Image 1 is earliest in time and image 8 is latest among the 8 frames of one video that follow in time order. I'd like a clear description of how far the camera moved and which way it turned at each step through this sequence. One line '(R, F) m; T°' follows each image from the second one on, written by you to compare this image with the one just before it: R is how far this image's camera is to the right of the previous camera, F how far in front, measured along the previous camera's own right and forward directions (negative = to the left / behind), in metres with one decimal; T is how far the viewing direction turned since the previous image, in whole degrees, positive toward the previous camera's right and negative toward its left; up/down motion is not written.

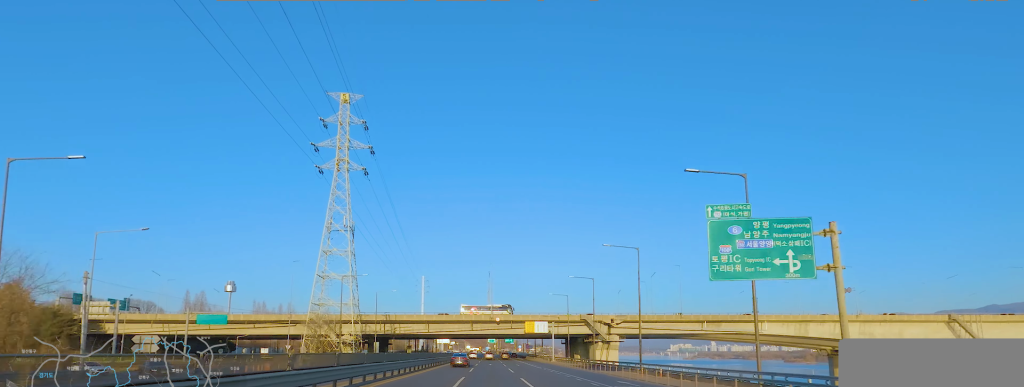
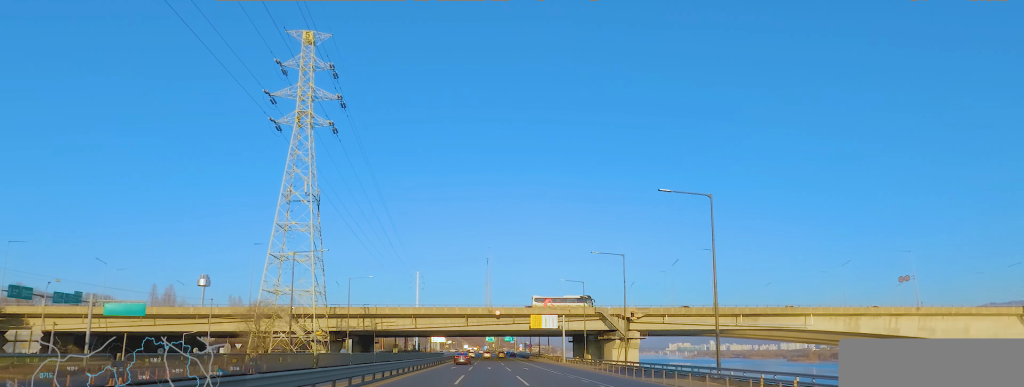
(-0.2, +17.2) m; 0°
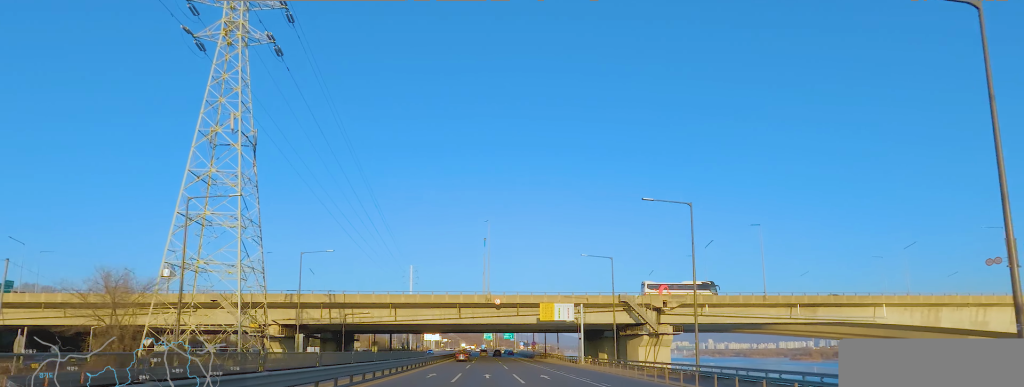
(+0.3, +19.1) m; +1°
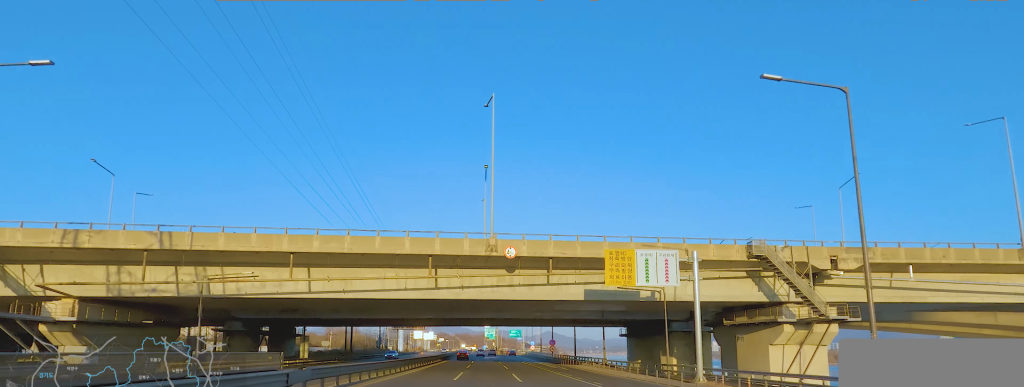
(-1.5, +38.7) m; -4°
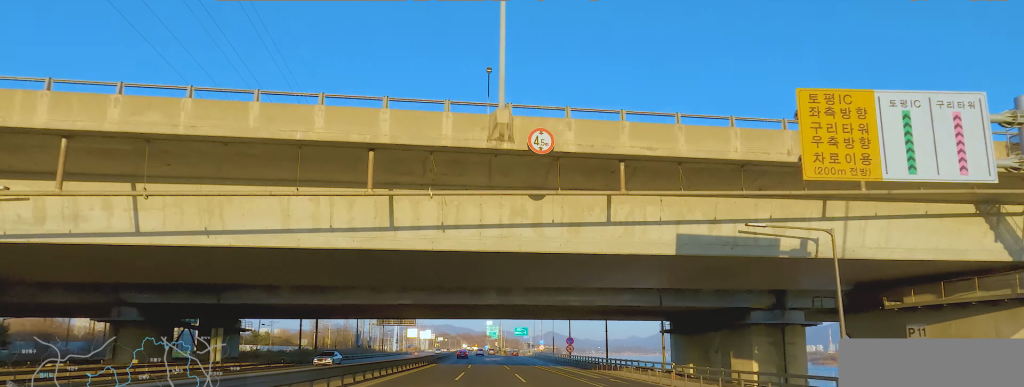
(+0.2, +20.2) m; +2°
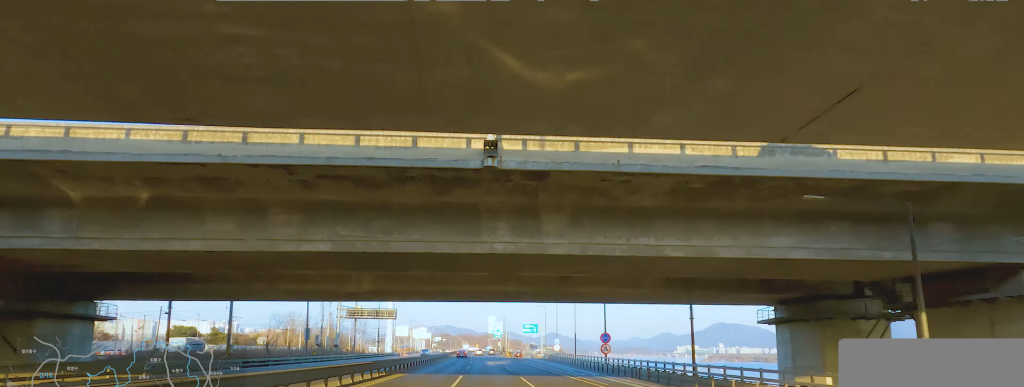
(+1.0, +24.6) m; -2°
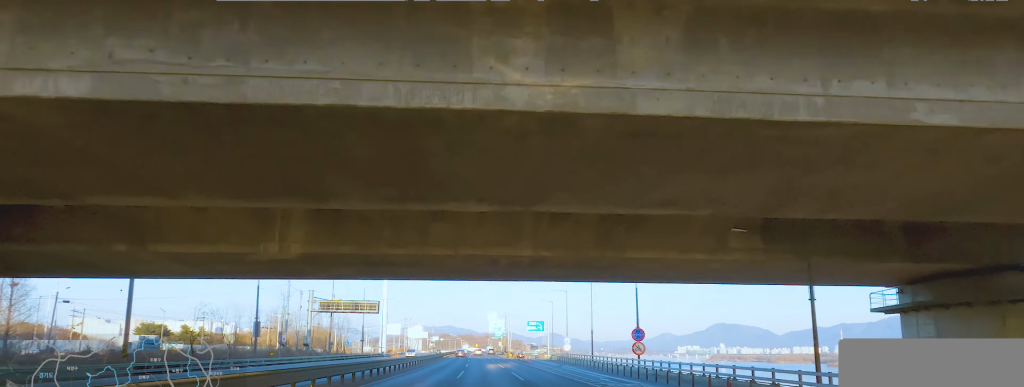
(-1.2, +13.3) m; 0°
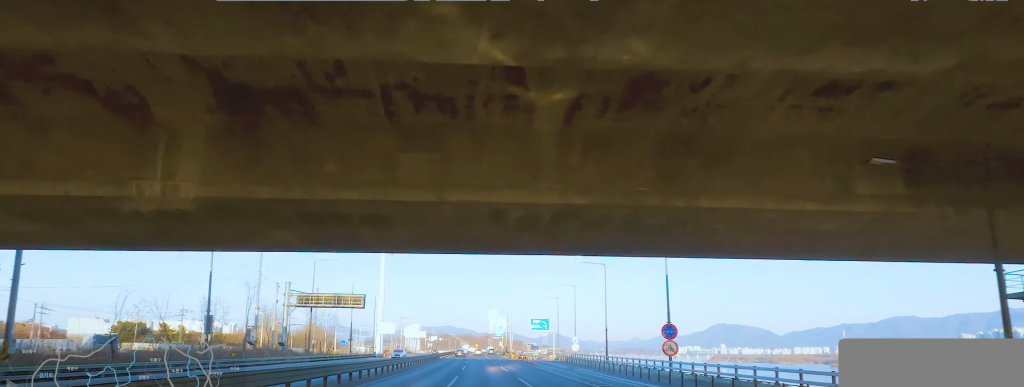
(-0.5, +8.2) m; 0°
